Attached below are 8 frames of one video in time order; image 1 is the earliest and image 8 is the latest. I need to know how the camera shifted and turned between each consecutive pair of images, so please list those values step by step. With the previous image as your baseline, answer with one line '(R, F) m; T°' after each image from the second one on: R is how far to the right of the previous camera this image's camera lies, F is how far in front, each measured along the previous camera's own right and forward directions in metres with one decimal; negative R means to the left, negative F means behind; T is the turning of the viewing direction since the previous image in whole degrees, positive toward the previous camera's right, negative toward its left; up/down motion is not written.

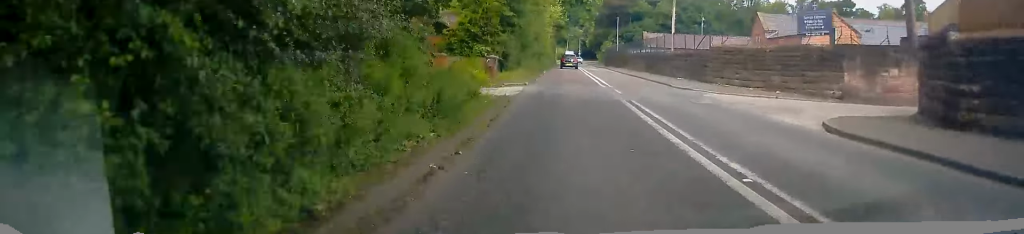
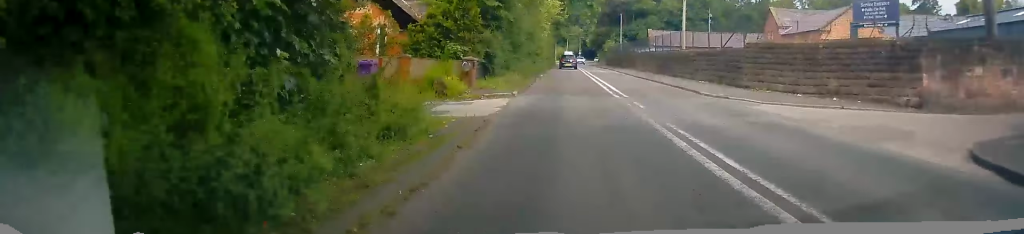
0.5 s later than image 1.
(0.0, +5.4) m; +1°
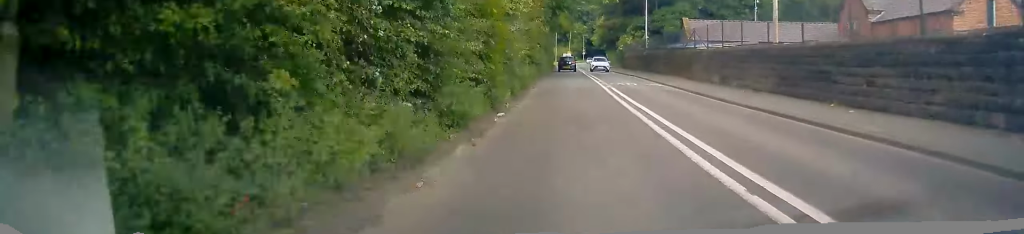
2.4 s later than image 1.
(+0.7, +23.4) m; +1°
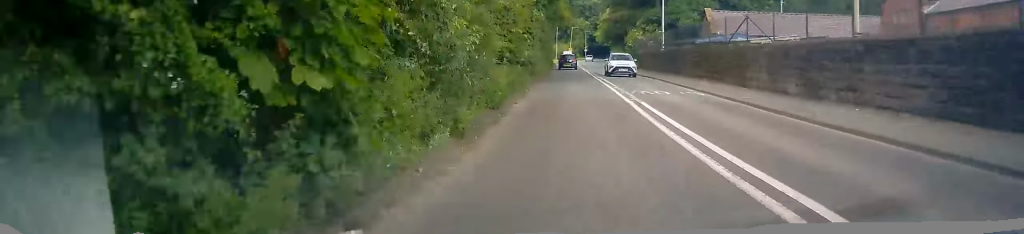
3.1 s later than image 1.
(-0.1, +8.8) m; -1°
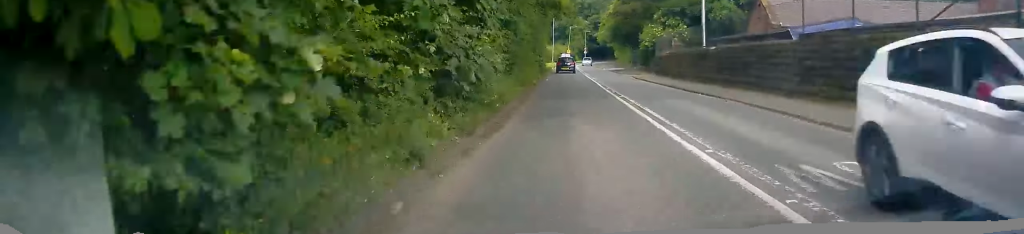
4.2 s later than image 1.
(-0.3, +14.5) m; -1°
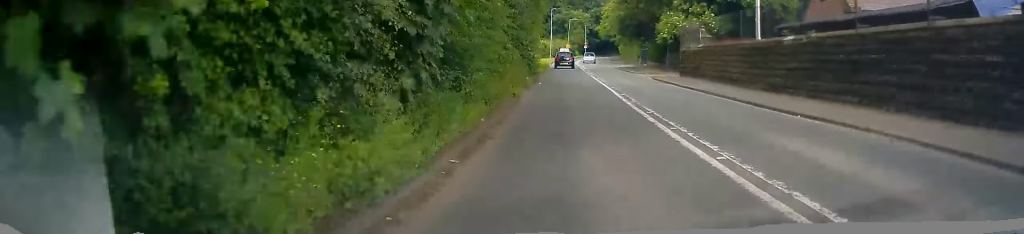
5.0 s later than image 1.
(0.0, +9.6) m; +1°
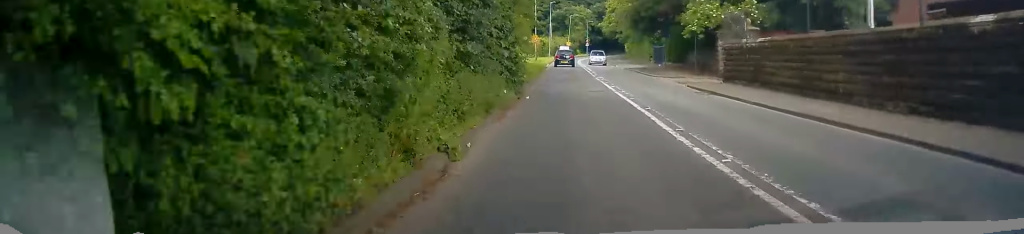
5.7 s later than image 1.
(+0.4, +9.2) m; 0°
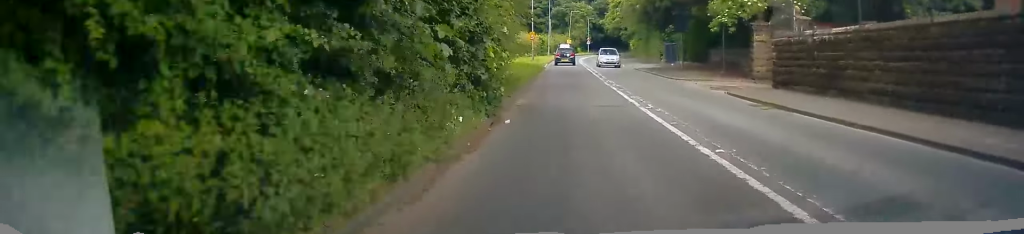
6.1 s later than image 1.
(-0.1, +6.1) m; 0°
